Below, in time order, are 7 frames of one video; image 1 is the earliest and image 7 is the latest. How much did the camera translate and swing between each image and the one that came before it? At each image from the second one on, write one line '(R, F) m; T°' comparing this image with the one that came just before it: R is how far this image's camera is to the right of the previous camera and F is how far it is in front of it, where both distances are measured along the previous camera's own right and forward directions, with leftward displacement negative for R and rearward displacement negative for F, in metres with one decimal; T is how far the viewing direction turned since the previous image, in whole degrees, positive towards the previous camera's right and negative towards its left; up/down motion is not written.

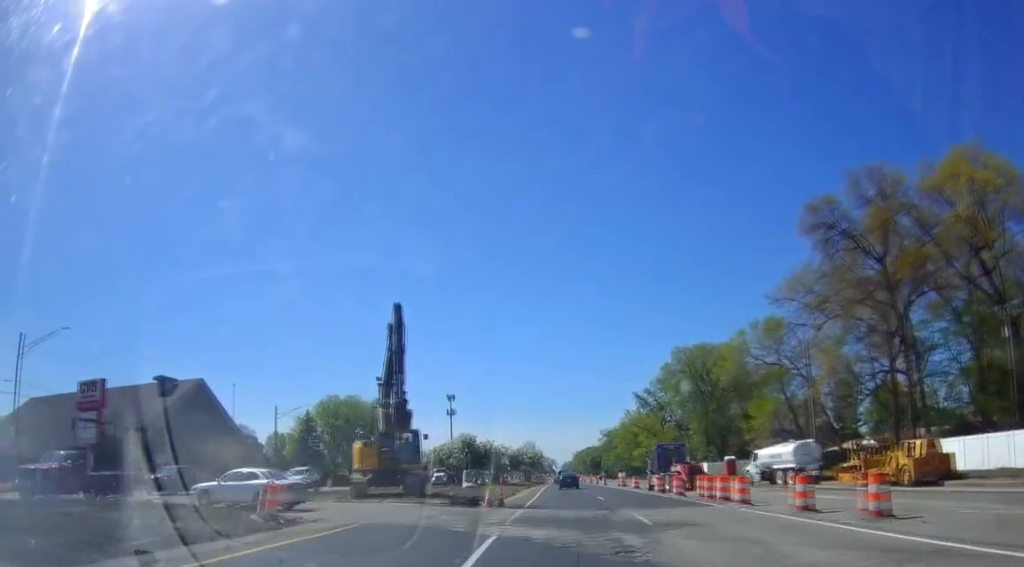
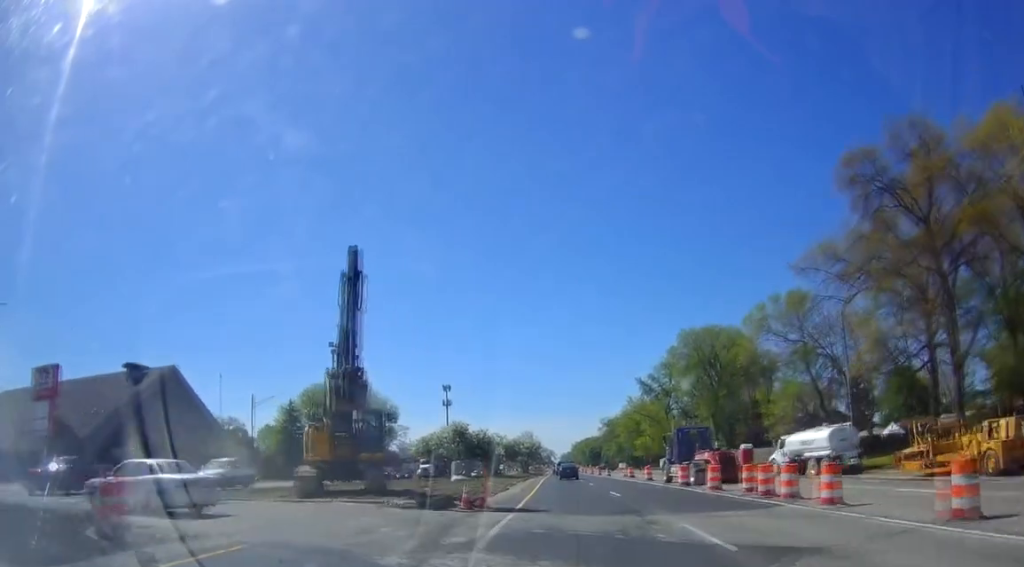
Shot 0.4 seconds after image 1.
(-0.1, +7.0) m; 0°
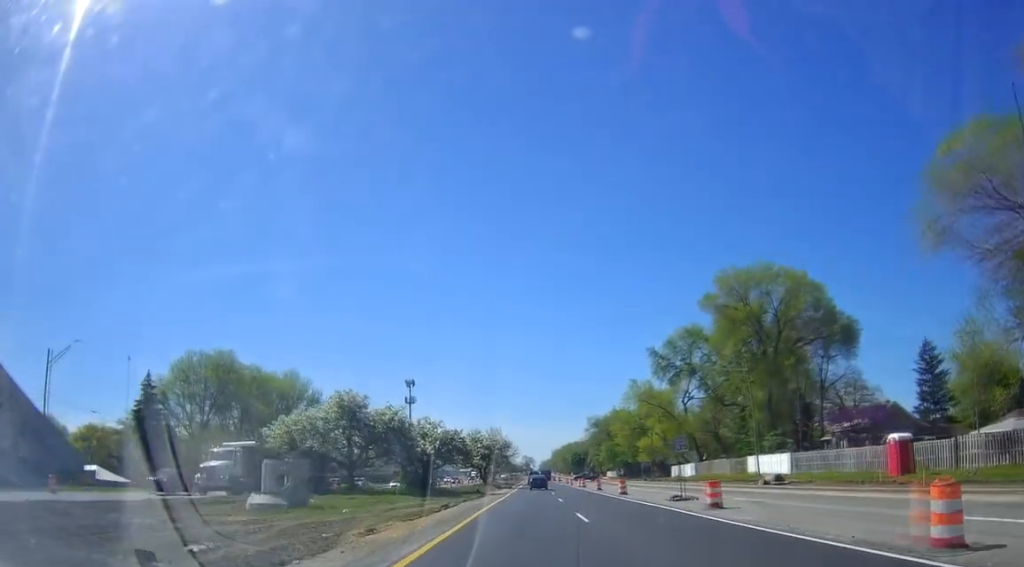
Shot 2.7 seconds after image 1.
(-0.6, +36.7) m; -1°
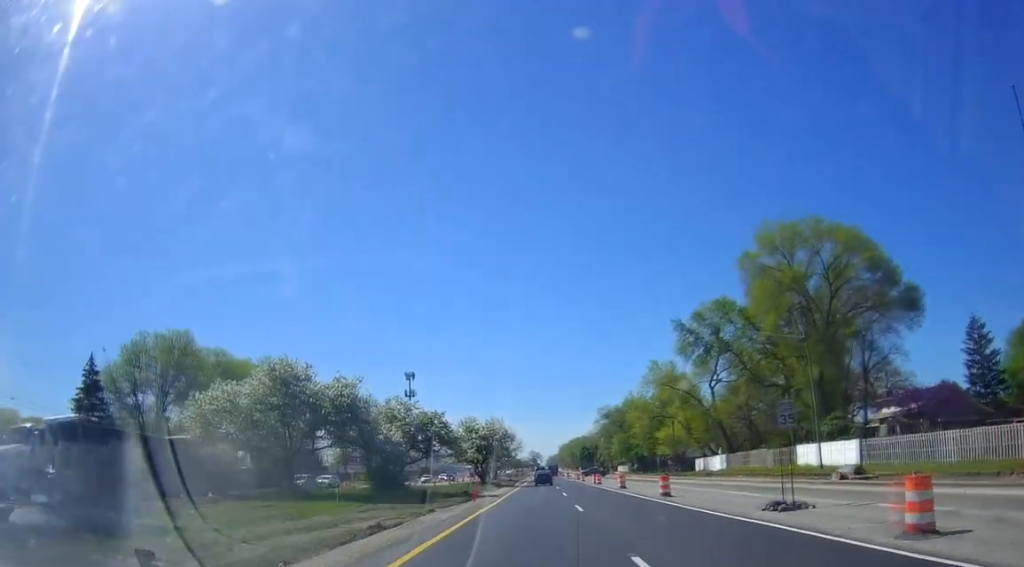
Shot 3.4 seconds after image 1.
(0.0, +12.5) m; +1°
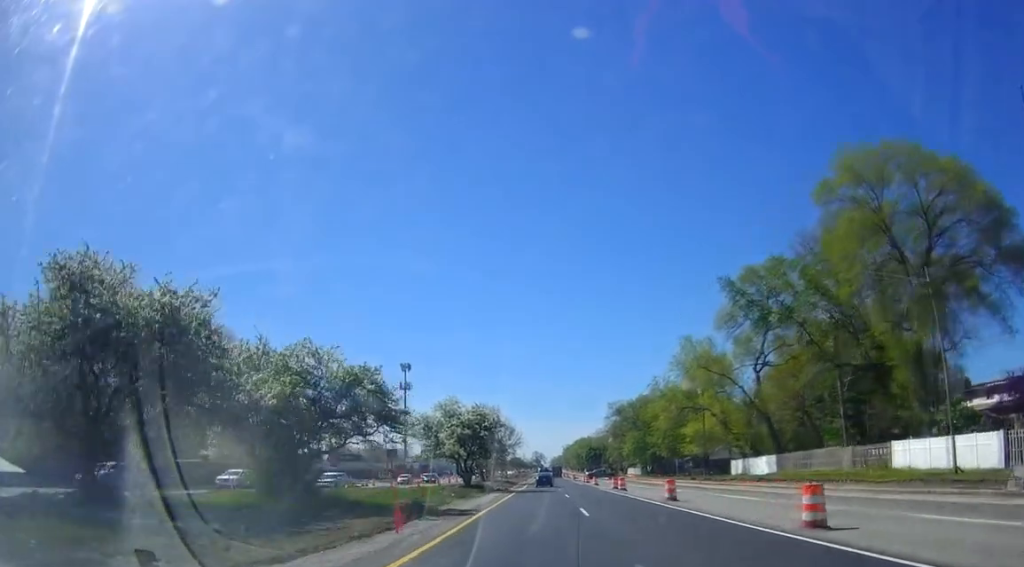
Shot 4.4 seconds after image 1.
(+0.5, +16.8) m; +1°
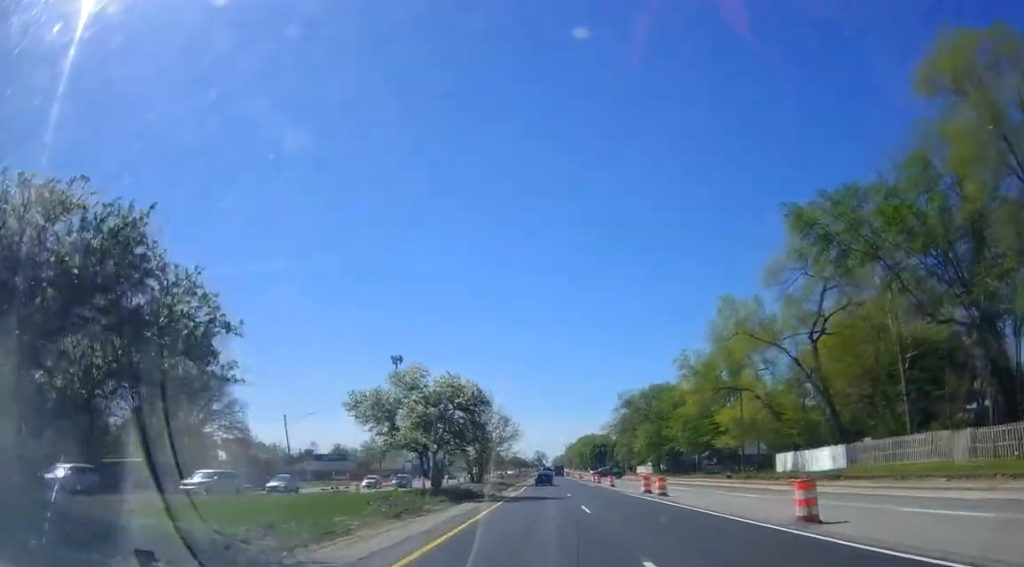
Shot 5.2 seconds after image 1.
(-0.1, +15.3) m; -2°
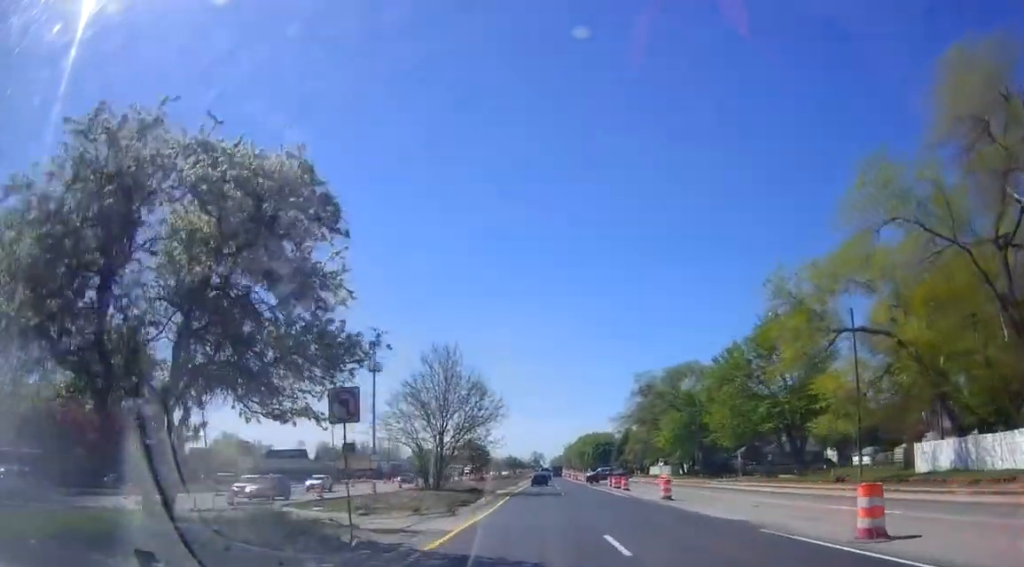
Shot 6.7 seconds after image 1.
(-0.1, +26.6) m; +2°
